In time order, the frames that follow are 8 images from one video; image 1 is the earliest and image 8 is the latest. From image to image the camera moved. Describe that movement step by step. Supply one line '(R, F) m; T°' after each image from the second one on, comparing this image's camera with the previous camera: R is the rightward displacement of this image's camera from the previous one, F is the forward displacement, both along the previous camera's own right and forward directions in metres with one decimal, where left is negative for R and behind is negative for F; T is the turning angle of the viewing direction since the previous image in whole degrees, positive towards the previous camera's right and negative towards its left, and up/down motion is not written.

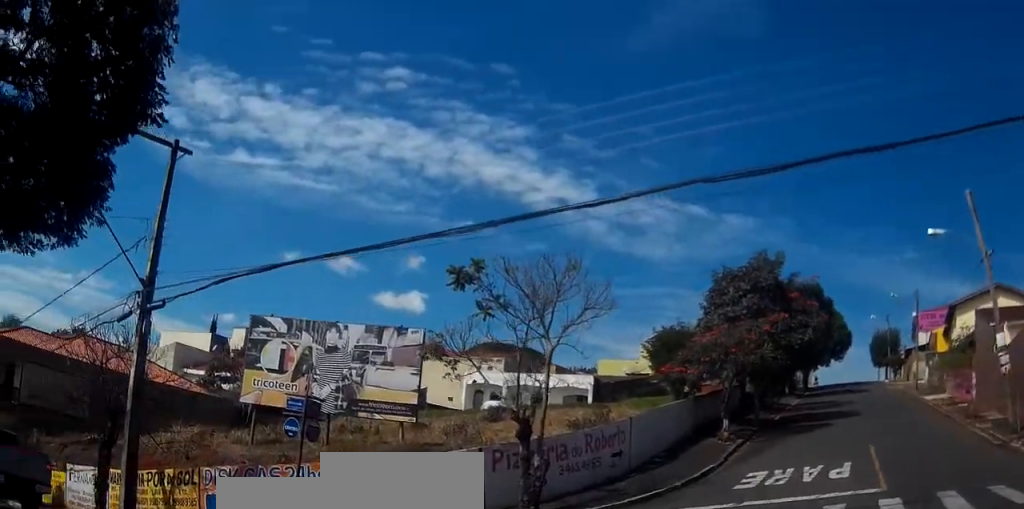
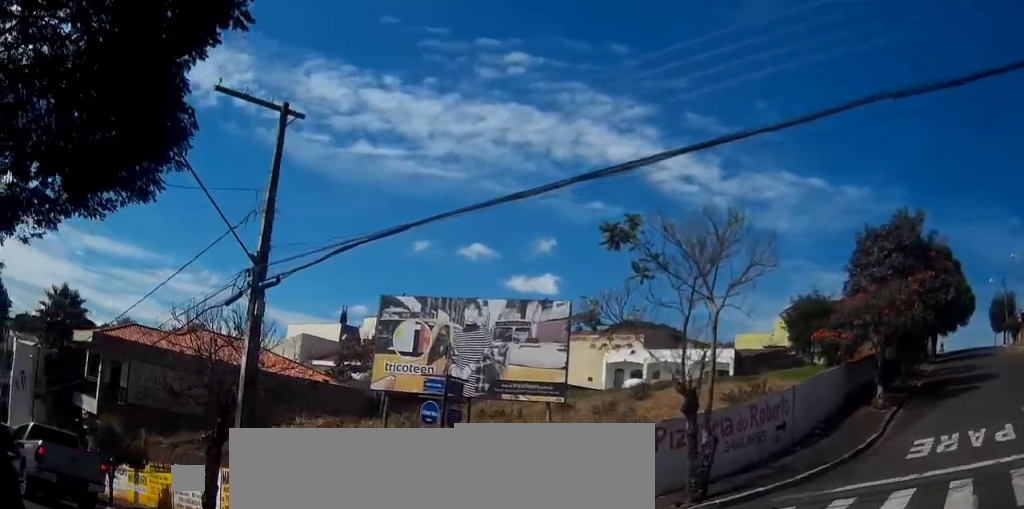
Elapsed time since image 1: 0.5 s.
(-0.2, +1.7) m; -9°
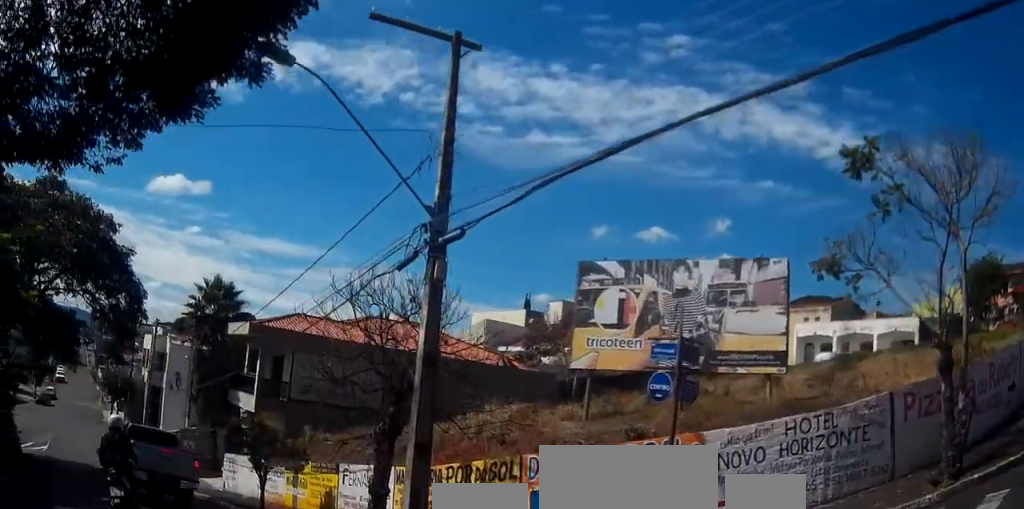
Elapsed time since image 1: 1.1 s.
(-0.1, +2.6) m; -13°
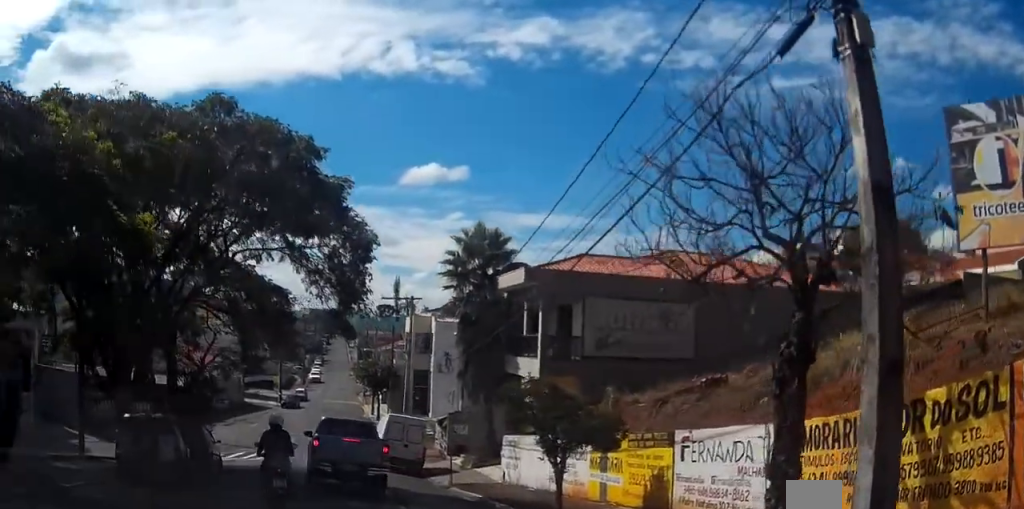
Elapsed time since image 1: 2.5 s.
(-1.4, +6.0) m; -21°
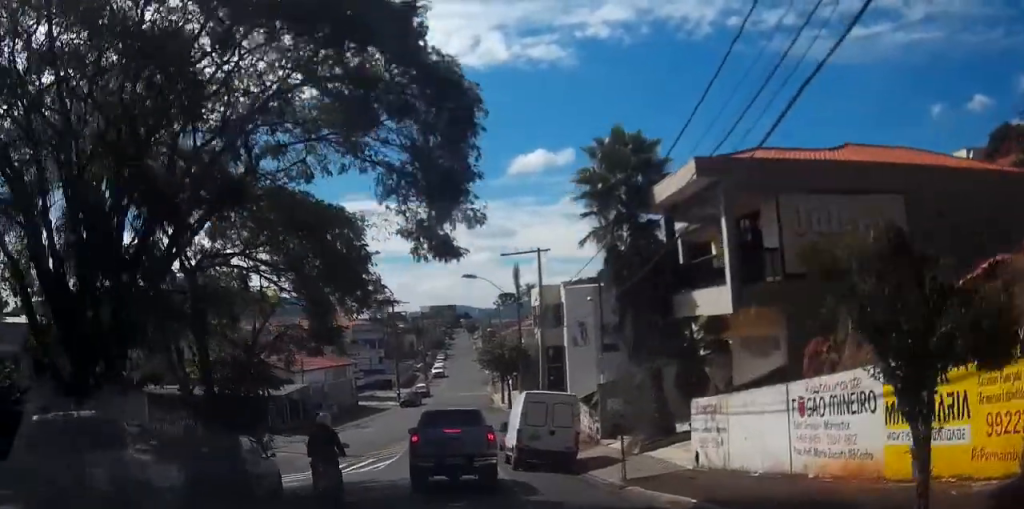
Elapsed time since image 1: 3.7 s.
(-0.9, +7.0) m; -10°
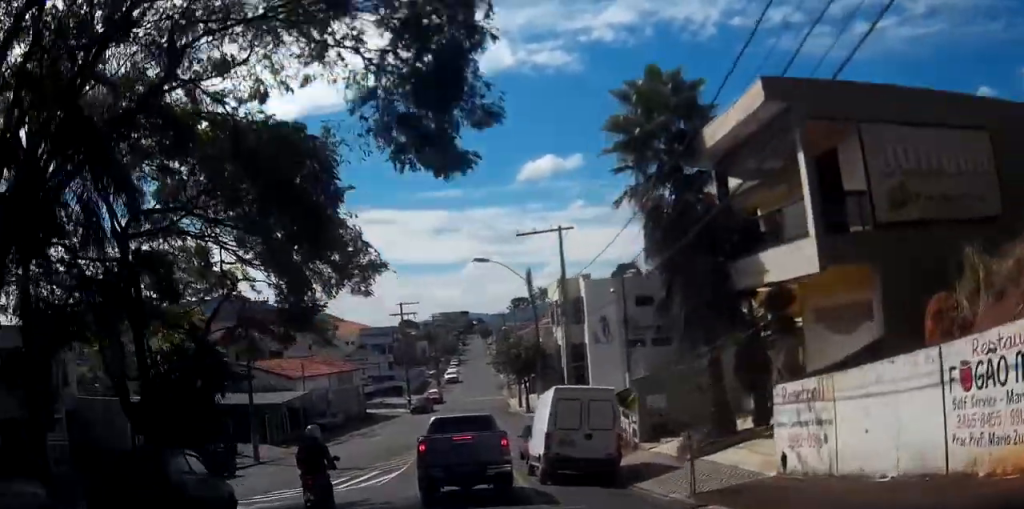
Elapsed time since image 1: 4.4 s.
(-0.1, +4.1) m; -2°
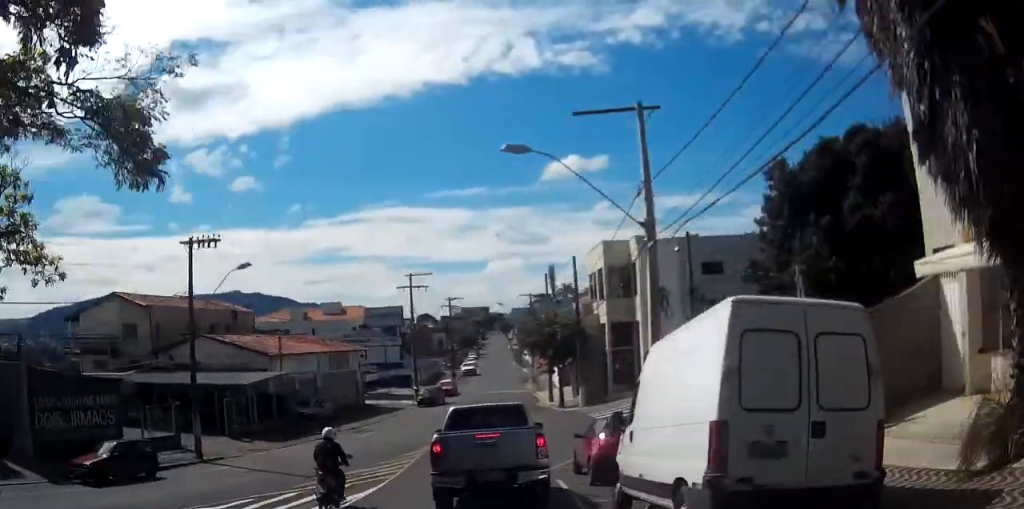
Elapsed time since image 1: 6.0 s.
(-0.3, +11.2) m; -2°
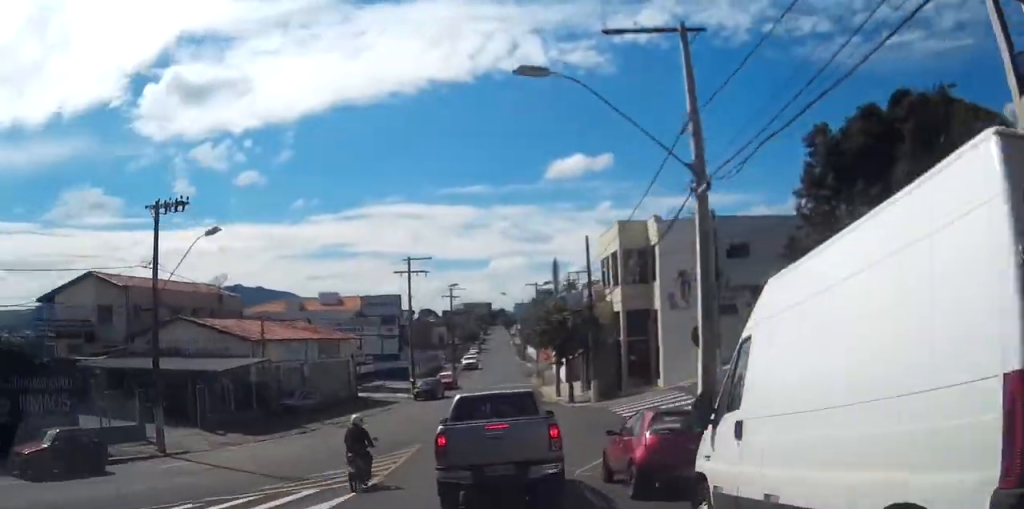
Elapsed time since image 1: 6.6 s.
(0.0, +3.9) m; 0°
